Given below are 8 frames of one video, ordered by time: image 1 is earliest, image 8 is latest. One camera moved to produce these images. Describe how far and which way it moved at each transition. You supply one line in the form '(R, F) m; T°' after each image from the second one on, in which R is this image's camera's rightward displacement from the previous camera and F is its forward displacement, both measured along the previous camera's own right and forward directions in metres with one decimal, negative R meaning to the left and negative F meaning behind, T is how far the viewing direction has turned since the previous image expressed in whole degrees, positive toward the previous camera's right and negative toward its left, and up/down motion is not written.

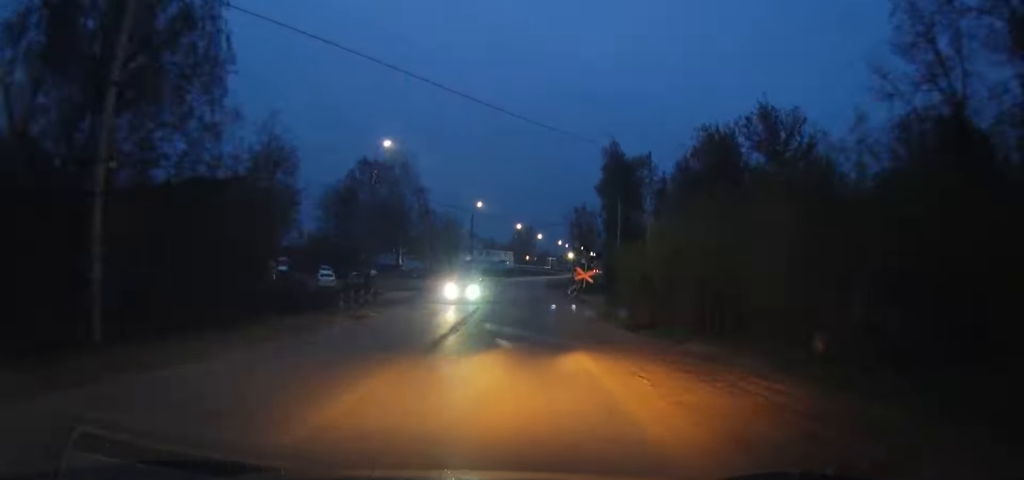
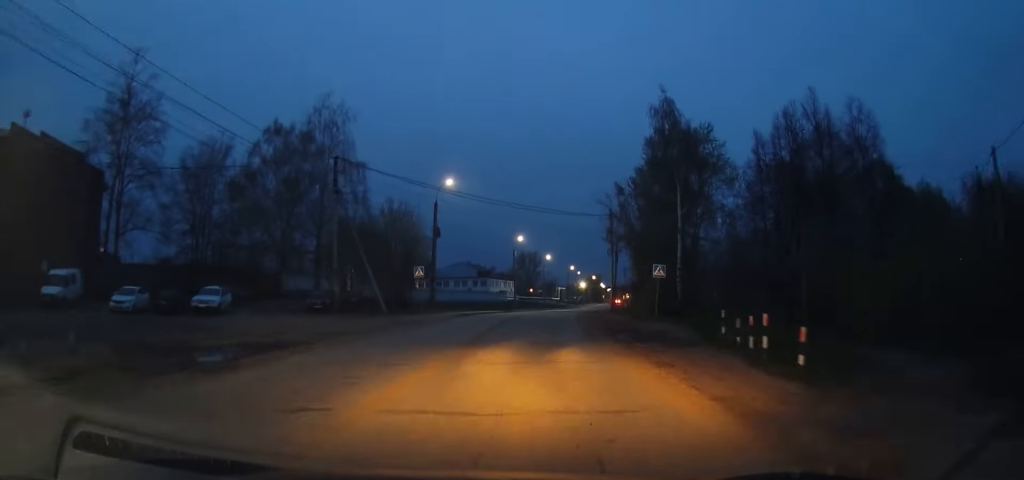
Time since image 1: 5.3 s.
(0.0, +39.8) m; -1°
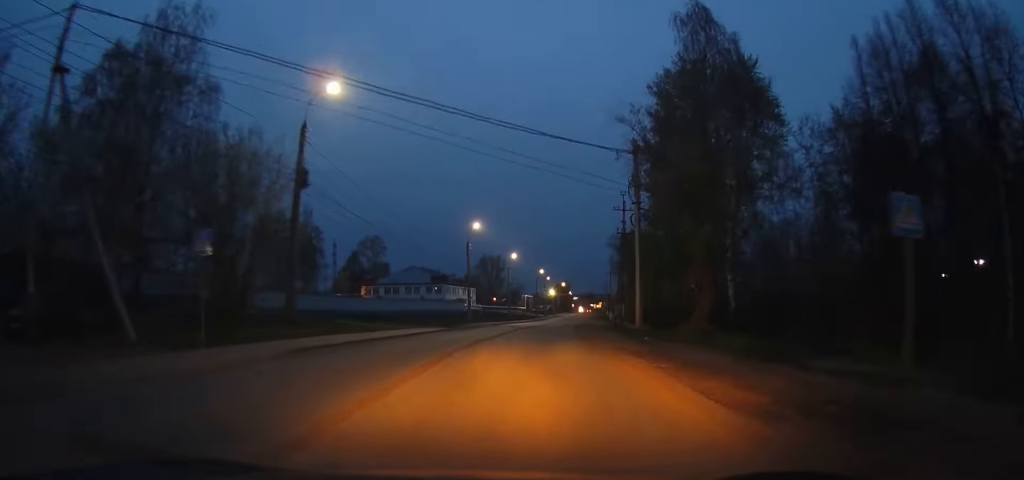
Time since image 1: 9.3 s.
(-0.8, +40.2) m; -1°
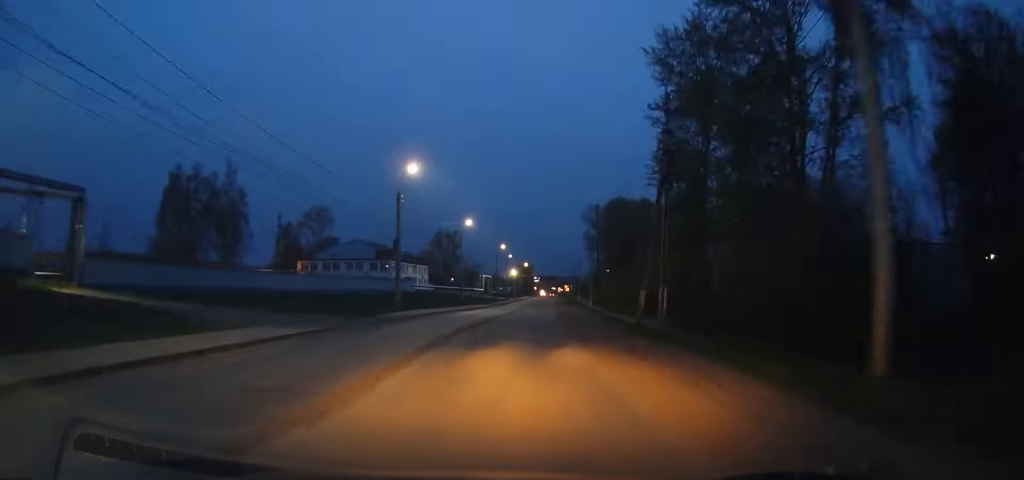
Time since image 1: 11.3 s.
(-0.1, +22.7) m; +3°
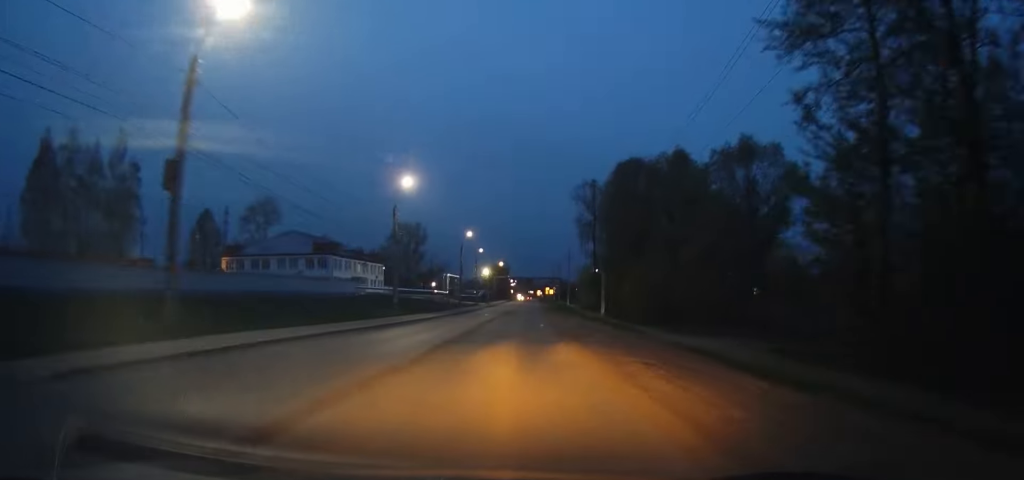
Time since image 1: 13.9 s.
(-1.7, +30.5) m; +8°
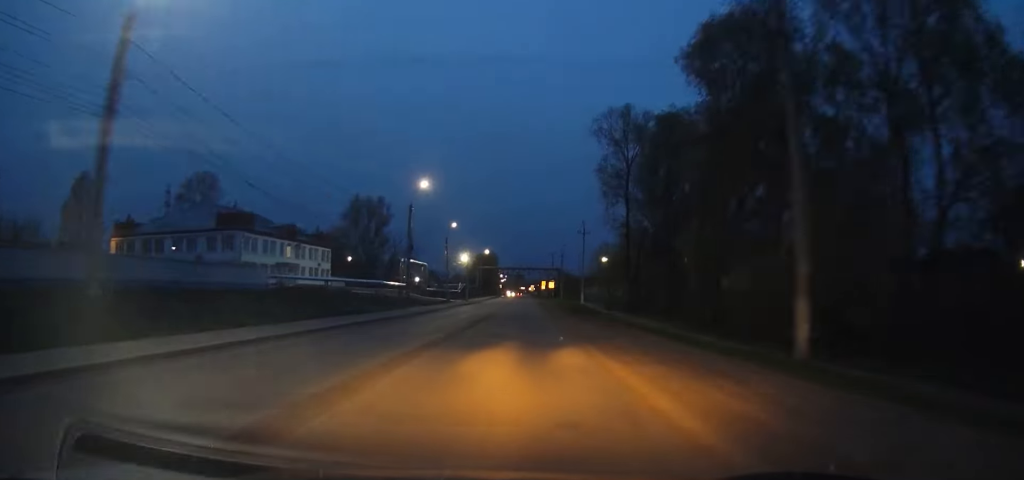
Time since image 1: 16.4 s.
(+5.3, +31.1) m; +5°
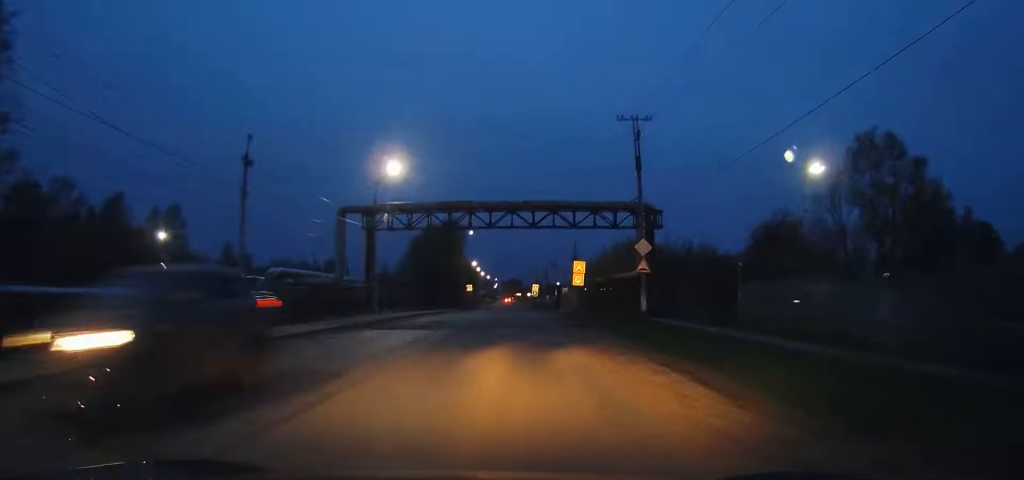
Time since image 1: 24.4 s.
(-1.3, +96.5) m; -5°
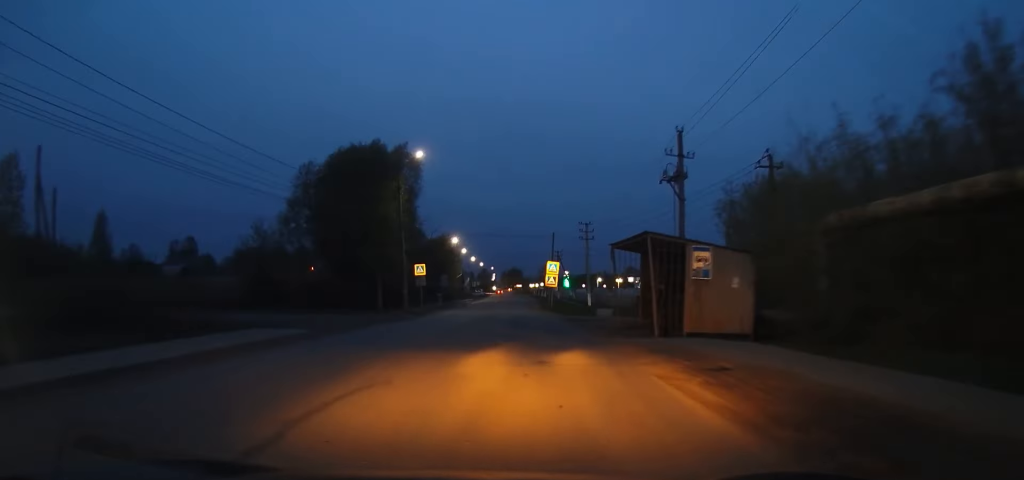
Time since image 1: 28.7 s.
(-0.6, +43.6) m; +1°
